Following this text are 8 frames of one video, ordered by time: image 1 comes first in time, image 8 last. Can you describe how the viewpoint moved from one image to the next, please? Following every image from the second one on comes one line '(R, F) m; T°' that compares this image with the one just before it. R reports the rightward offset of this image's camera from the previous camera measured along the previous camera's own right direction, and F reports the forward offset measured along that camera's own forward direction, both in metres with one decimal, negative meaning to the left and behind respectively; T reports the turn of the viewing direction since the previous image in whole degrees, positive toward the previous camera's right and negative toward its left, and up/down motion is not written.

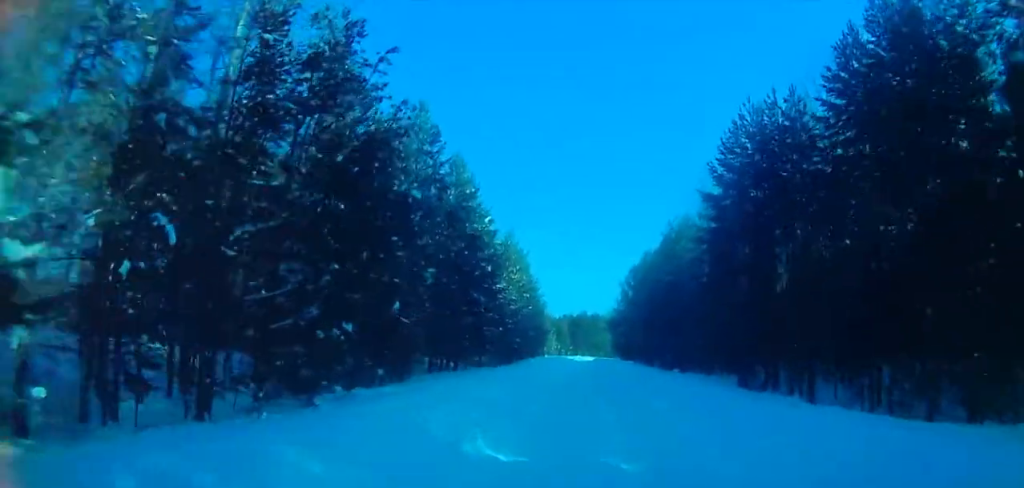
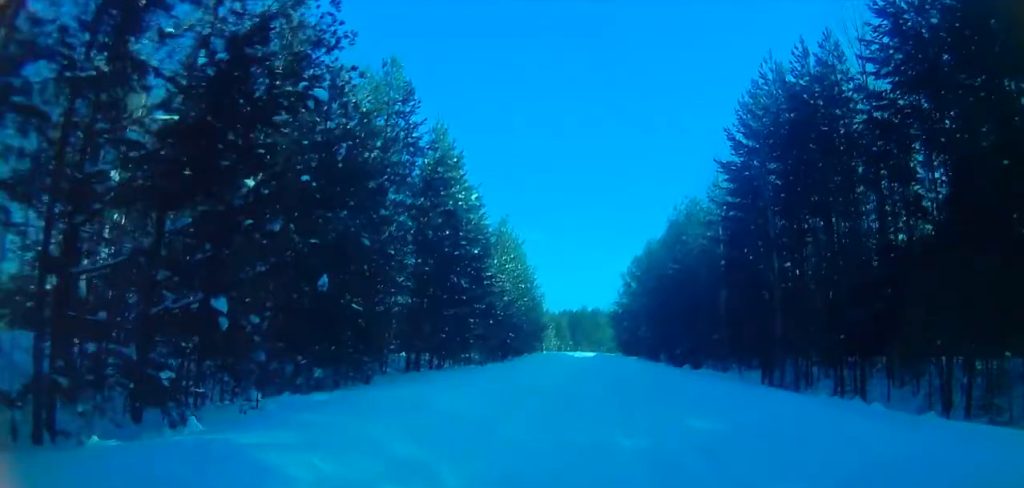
(+0.3, +4.2) m; +2°
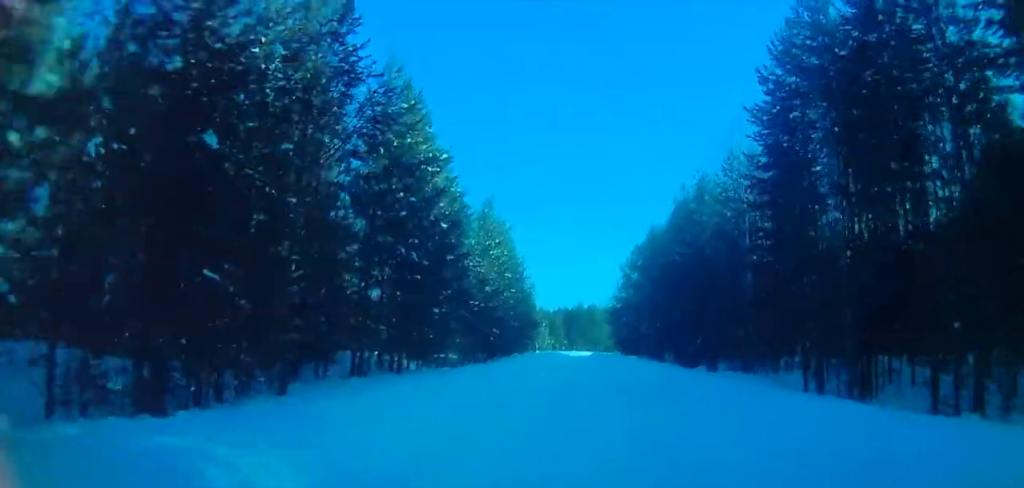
(+0.2, +6.1) m; +1°
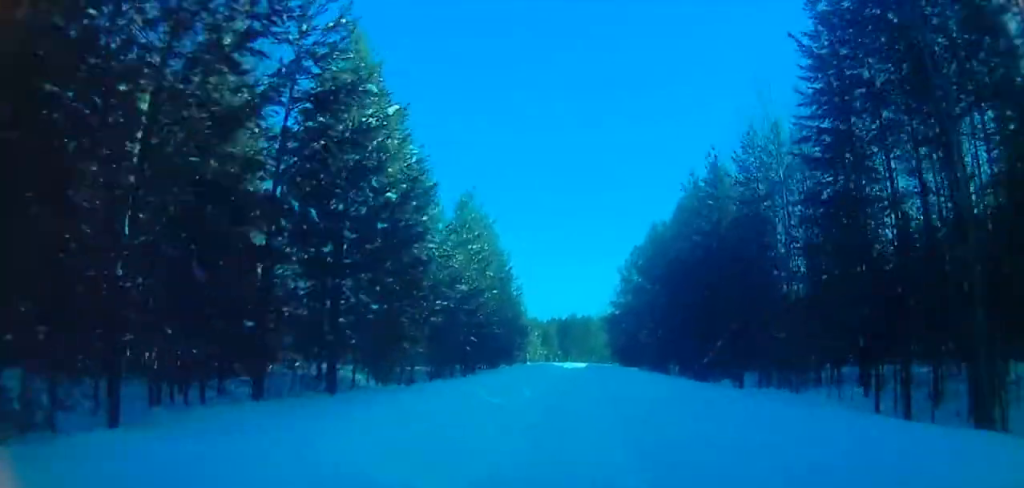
(+0.2, +6.3) m; -4°
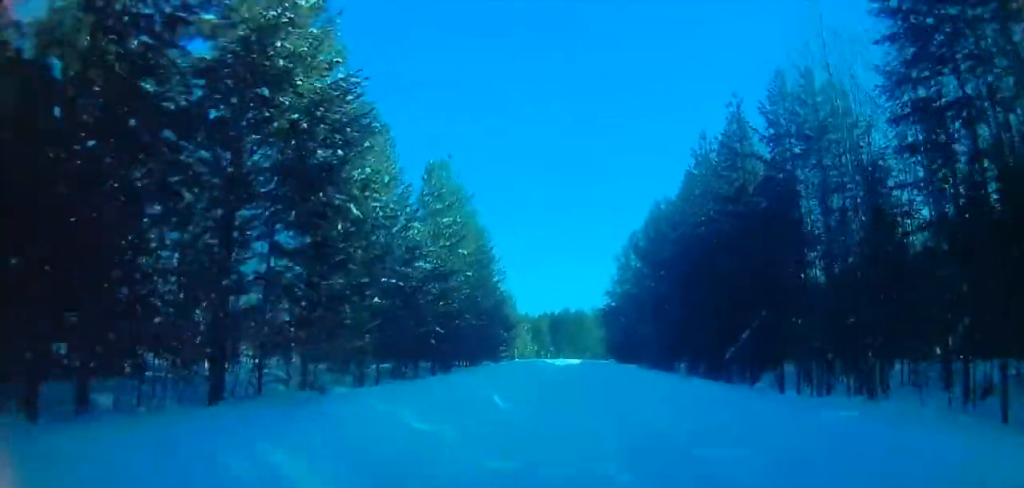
(-0.2, +5.7) m; -2°
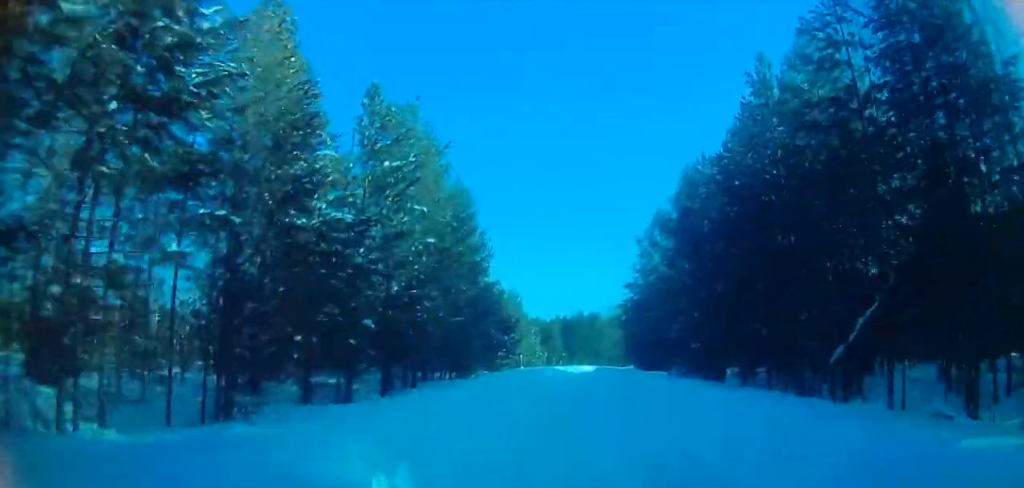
(-0.9, +10.1) m; +1°
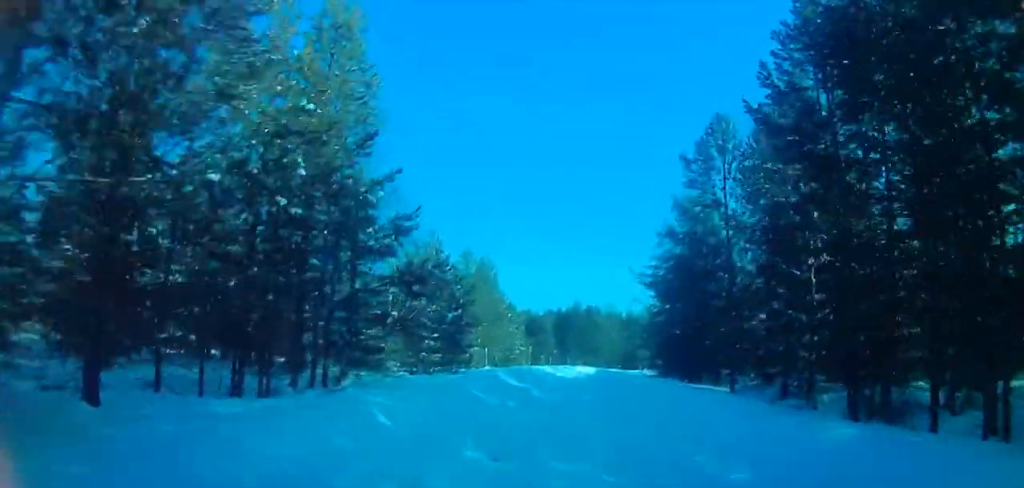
(+2.4, +21.6) m; +6°
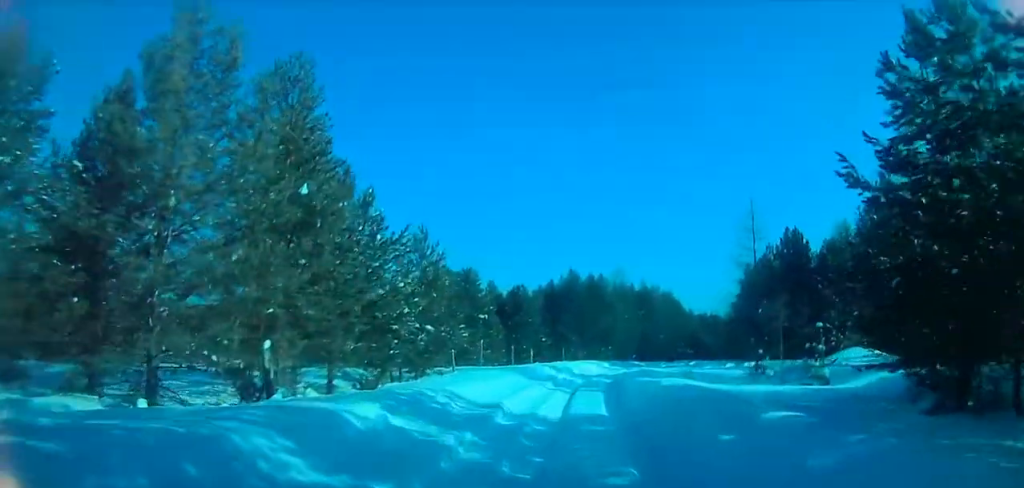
(-2.2, +39.8) m; -4°
